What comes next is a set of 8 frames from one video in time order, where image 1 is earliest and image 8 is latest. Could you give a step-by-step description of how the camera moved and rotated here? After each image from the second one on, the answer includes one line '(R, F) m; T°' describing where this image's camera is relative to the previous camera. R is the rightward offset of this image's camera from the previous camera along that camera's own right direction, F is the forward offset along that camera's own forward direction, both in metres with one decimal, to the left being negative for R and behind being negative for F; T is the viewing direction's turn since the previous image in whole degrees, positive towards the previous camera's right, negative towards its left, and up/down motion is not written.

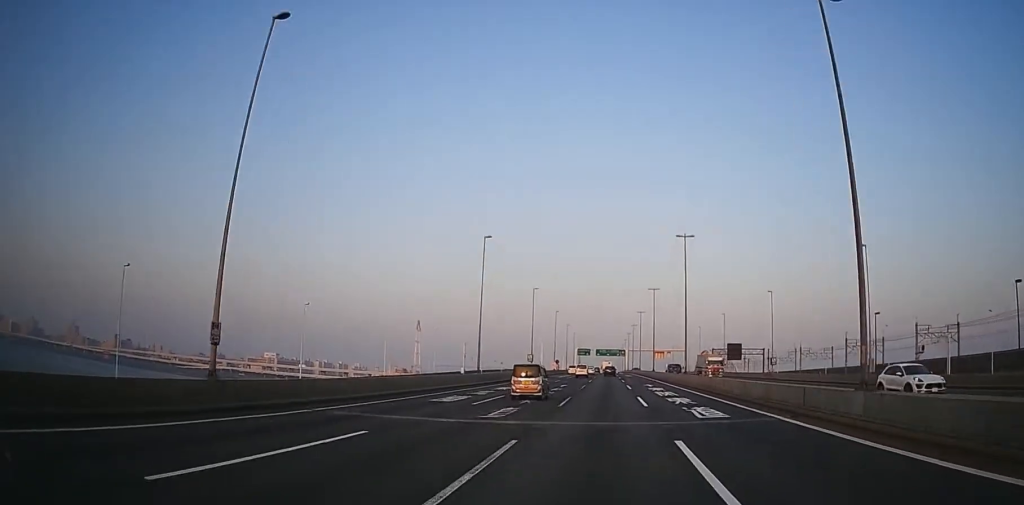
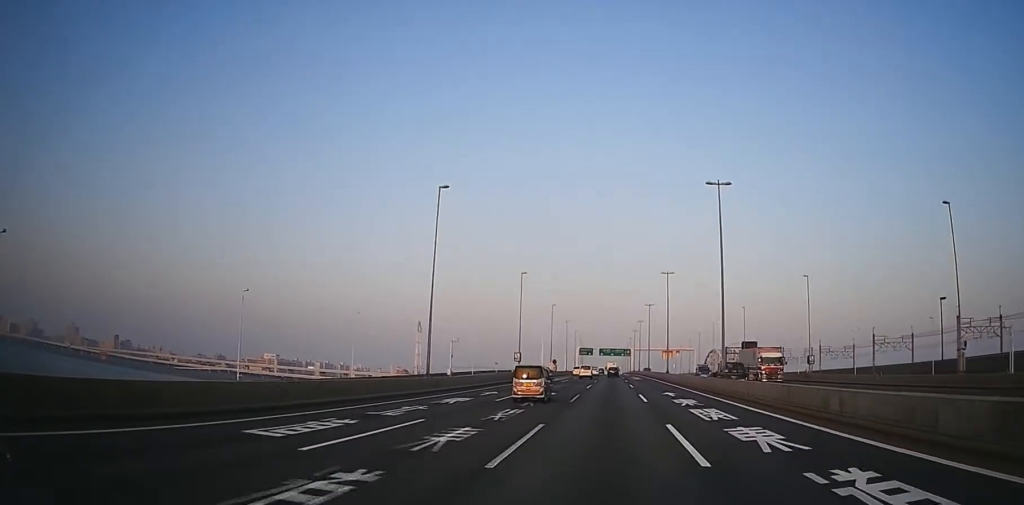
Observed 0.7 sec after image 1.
(+0.1, +15.7) m; +2°
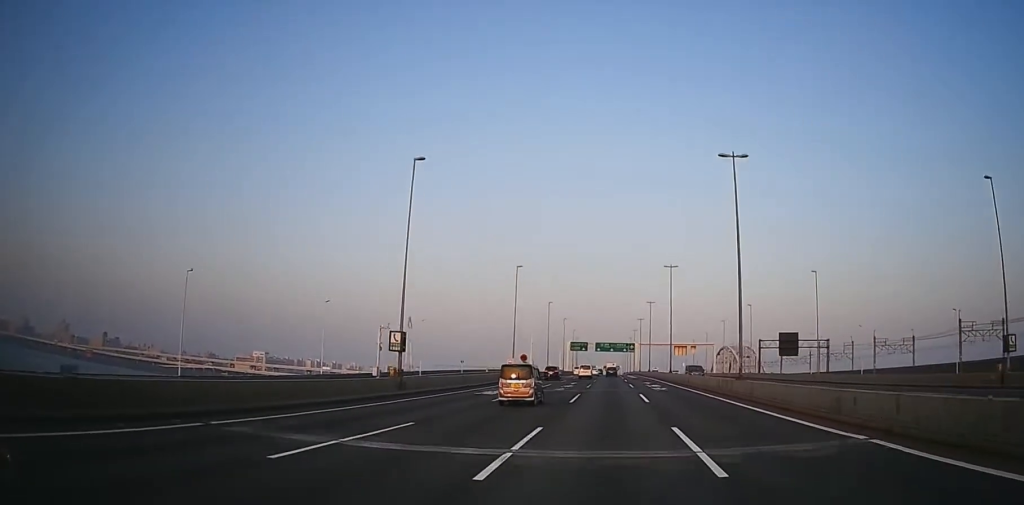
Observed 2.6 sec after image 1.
(+1.0, +41.0) m; -1°
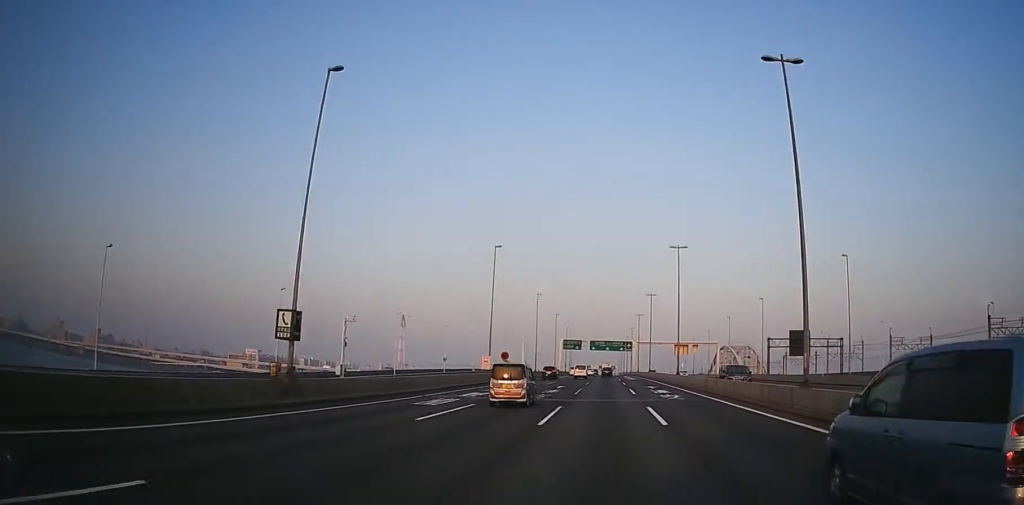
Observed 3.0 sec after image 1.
(-0.7, +10.5) m; 0°
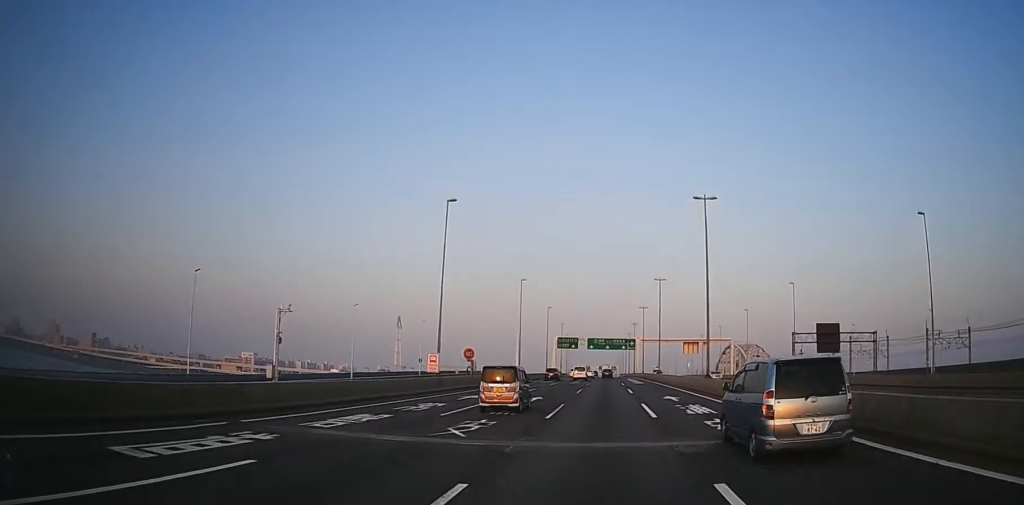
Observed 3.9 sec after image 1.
(+0.3, +18.0) m; 0°
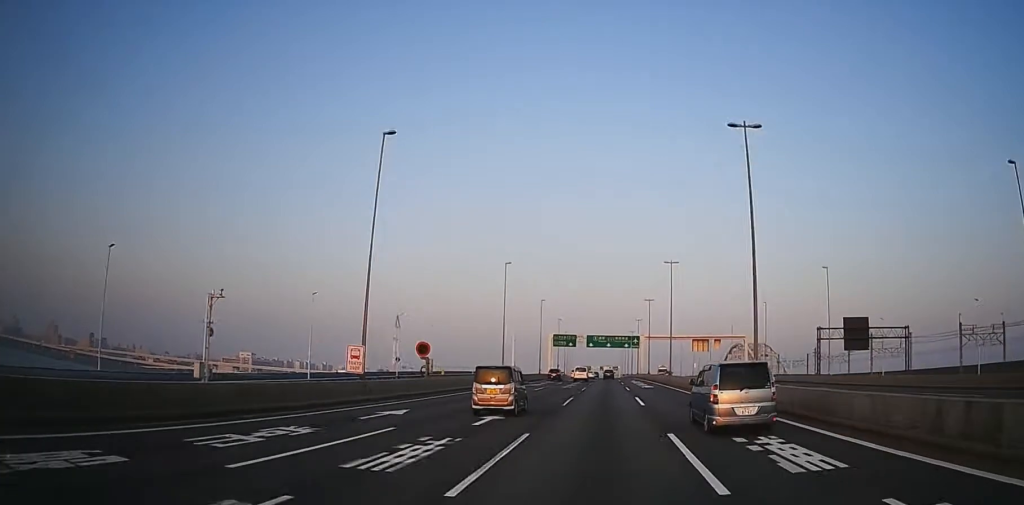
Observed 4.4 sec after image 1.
(+0.6, +11.6) m; 0°
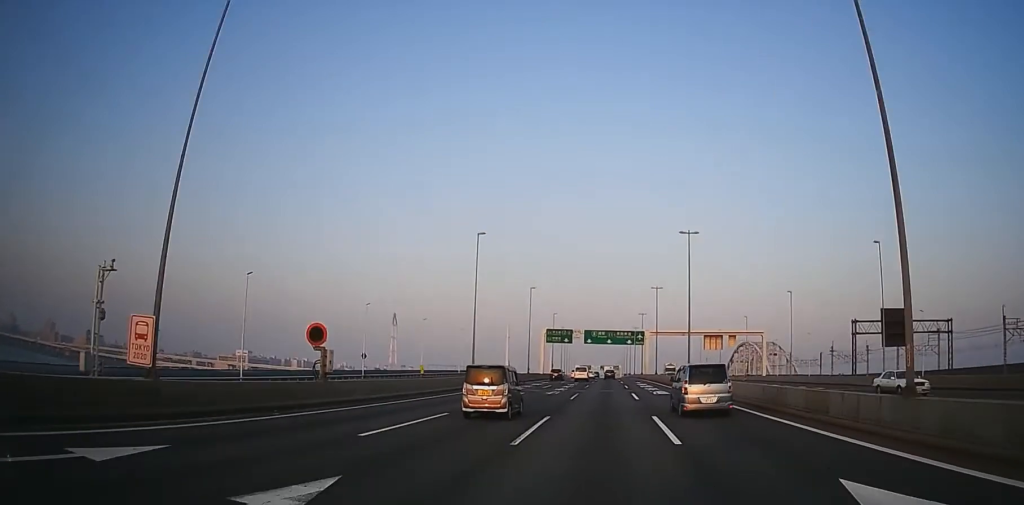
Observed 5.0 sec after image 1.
(-1.0, +15.0) m; 0°
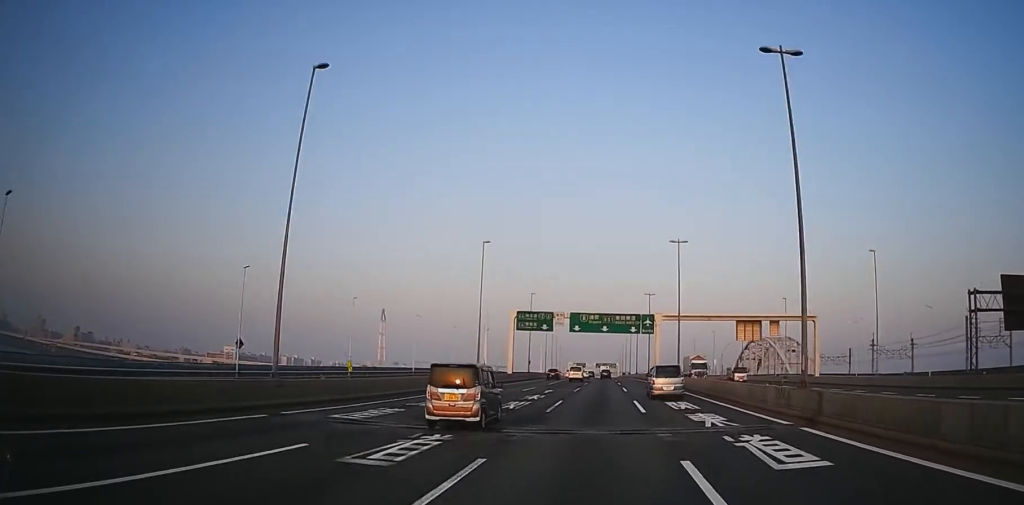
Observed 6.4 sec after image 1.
(+1.0, +30.3) m; 0°
